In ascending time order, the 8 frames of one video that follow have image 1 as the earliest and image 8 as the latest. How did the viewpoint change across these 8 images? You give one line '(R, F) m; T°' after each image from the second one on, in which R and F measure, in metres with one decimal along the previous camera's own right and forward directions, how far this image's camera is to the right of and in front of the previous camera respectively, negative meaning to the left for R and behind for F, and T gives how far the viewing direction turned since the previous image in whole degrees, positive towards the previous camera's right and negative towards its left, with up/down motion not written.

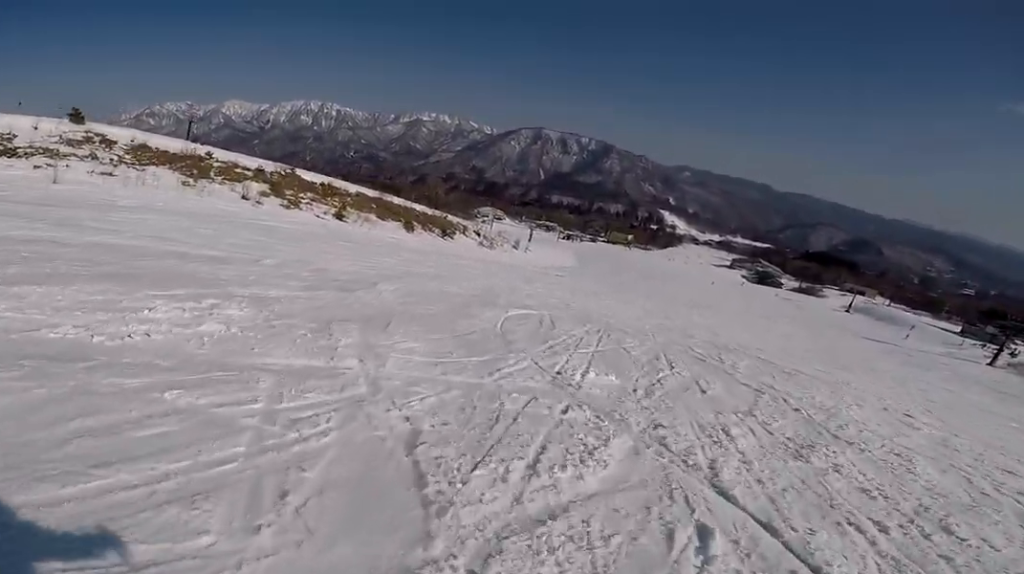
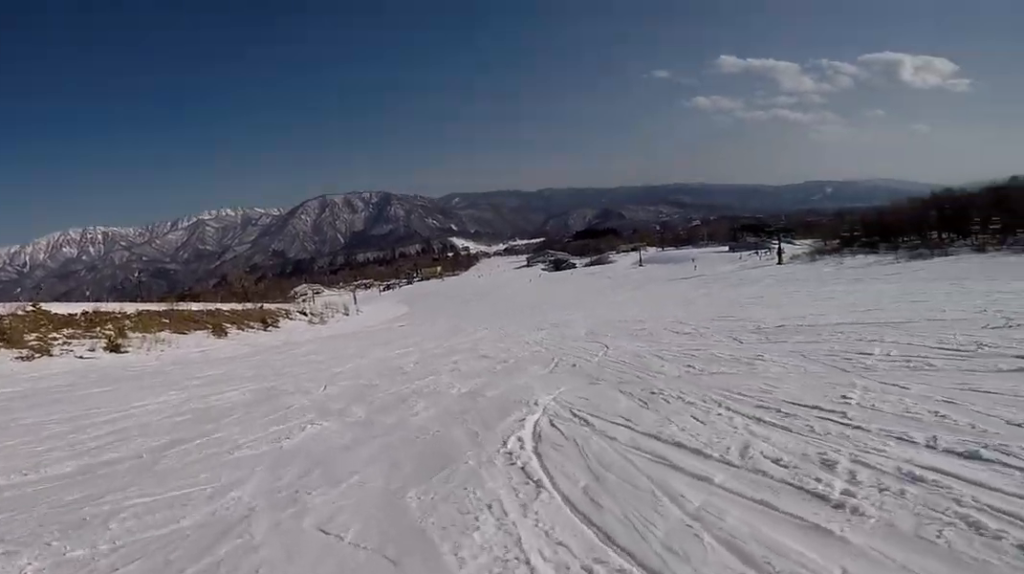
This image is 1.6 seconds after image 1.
(-0.7, +10.9) m; +7°
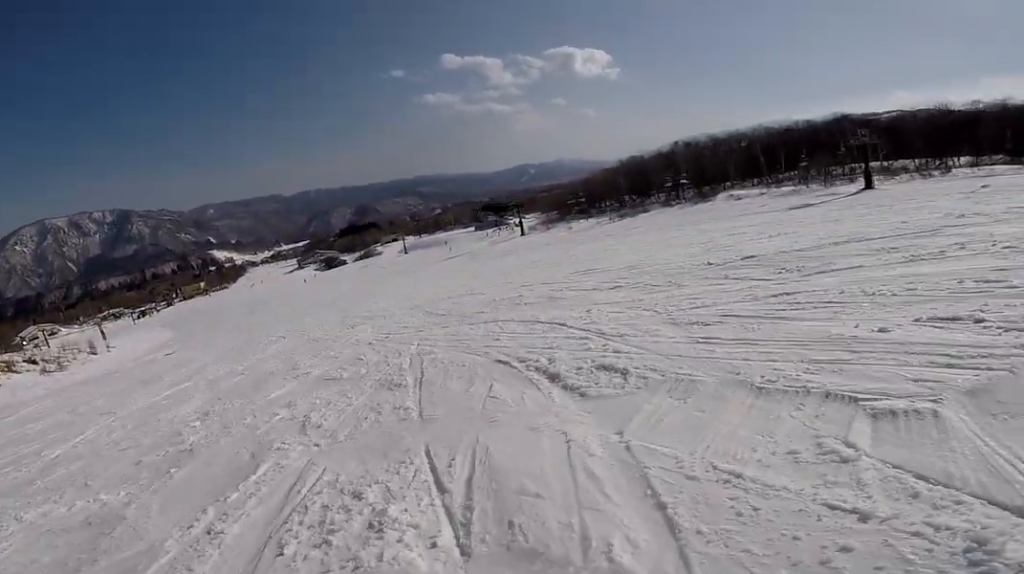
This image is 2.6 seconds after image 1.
(+1.6, +6.5) m; +20°
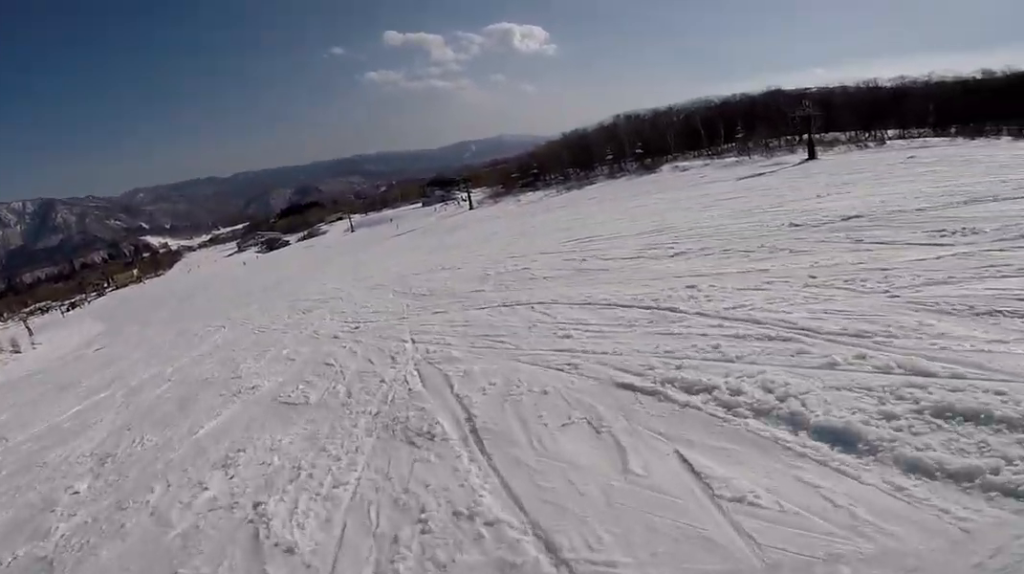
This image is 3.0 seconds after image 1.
(+0.4, +3.2) m; +9°
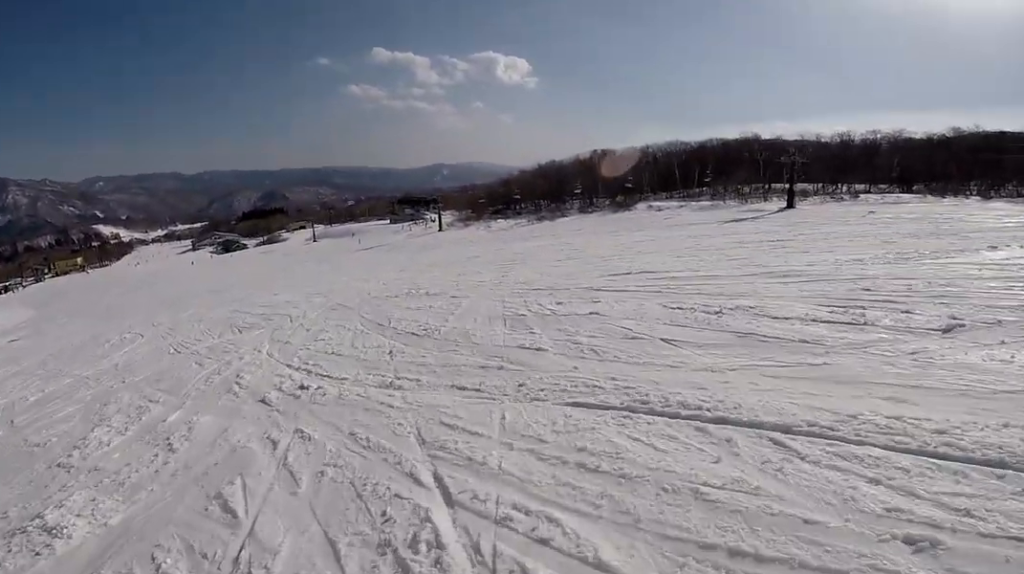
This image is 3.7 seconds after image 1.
(+0.2, +4.6) m; +11°
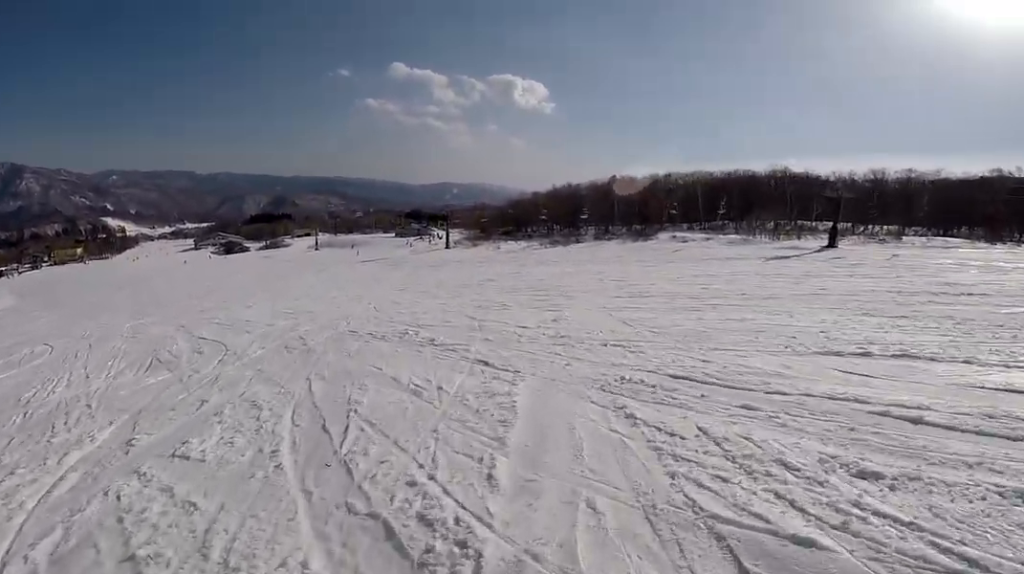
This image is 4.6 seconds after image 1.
(+1.2, +6.3) m; -1°
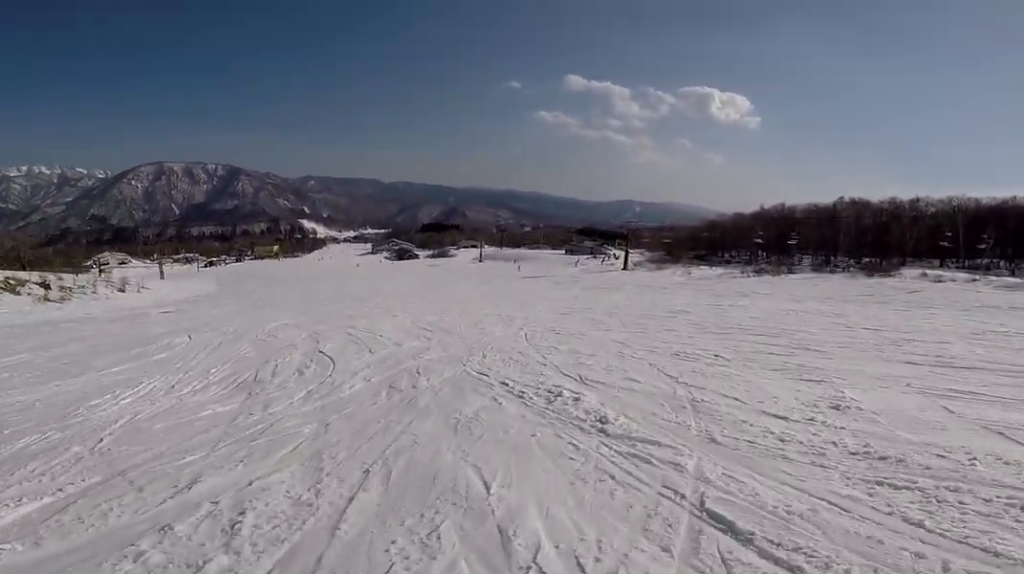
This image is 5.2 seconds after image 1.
(-0.7, +3.8) m; -12°
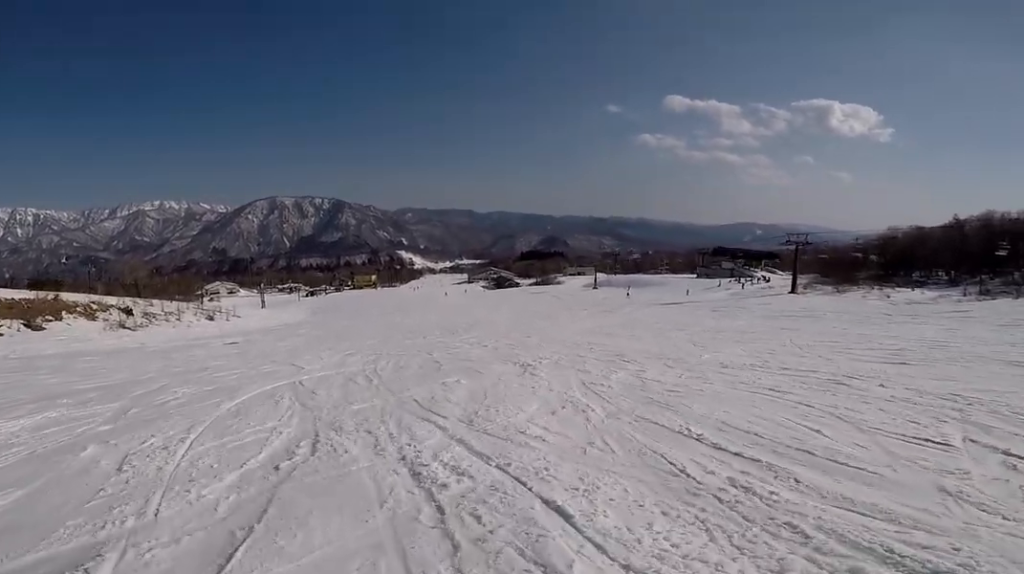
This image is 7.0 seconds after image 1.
(-3.7, +13.5) m; -14°
